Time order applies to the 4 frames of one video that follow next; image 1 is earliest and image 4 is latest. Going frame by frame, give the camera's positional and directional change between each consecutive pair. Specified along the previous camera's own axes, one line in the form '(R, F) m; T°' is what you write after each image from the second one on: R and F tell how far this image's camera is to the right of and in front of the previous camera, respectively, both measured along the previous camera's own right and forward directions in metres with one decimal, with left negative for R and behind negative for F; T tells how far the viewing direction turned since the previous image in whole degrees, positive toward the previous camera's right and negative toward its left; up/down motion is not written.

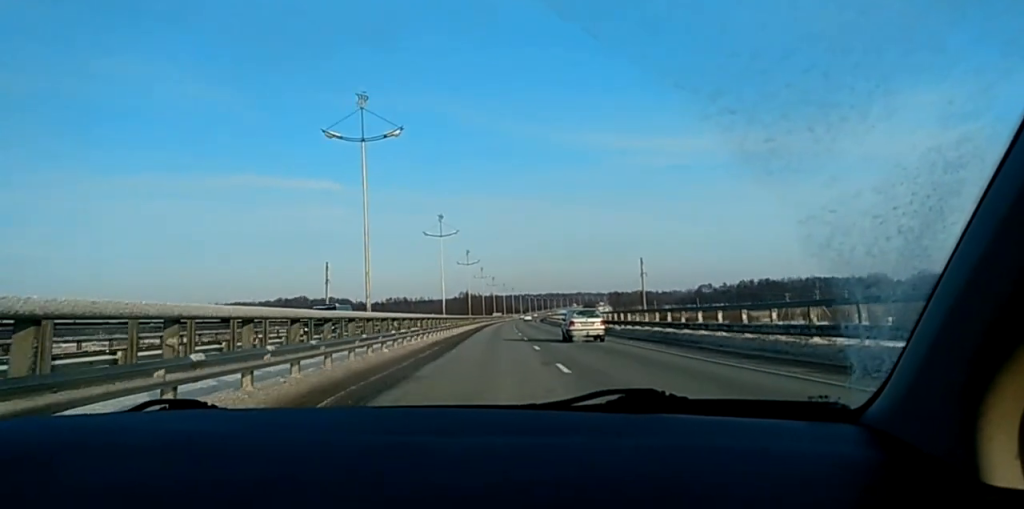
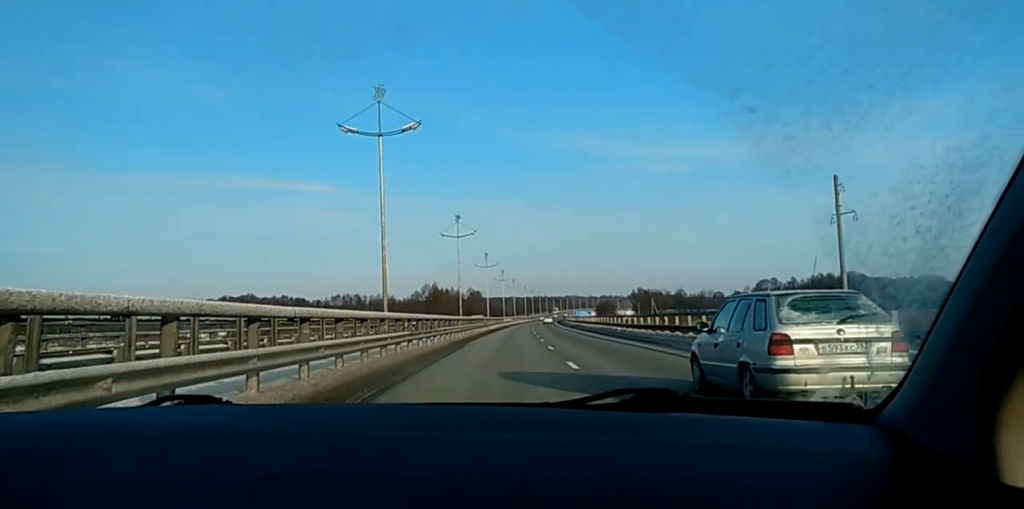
(-2.0, +128.0) m; 0°
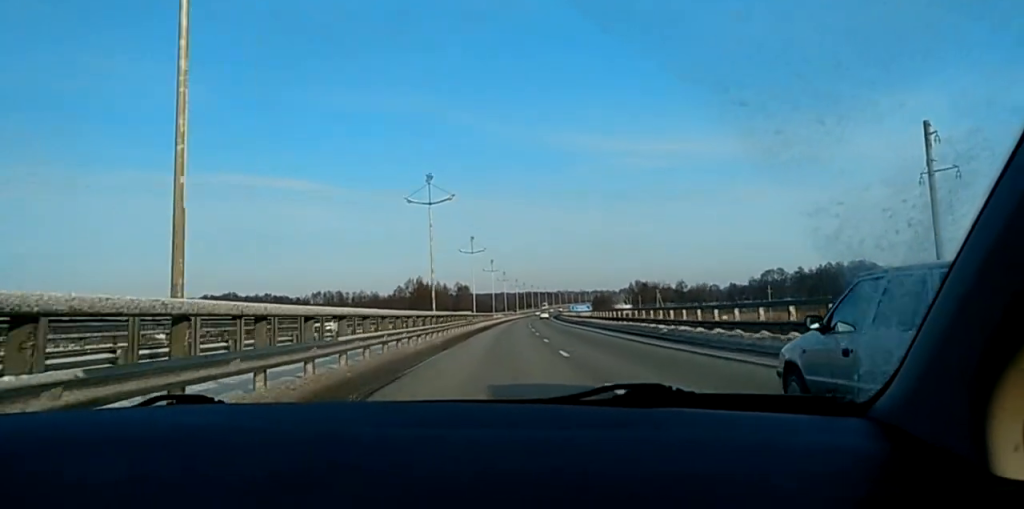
(0.0, +20.5) m; 0°
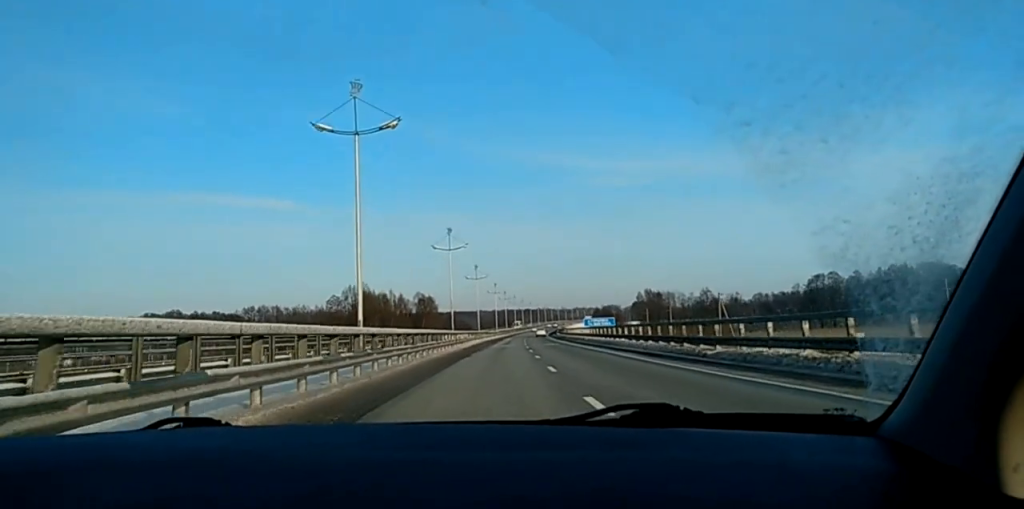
(+0.7, +71.4) m; +2°
